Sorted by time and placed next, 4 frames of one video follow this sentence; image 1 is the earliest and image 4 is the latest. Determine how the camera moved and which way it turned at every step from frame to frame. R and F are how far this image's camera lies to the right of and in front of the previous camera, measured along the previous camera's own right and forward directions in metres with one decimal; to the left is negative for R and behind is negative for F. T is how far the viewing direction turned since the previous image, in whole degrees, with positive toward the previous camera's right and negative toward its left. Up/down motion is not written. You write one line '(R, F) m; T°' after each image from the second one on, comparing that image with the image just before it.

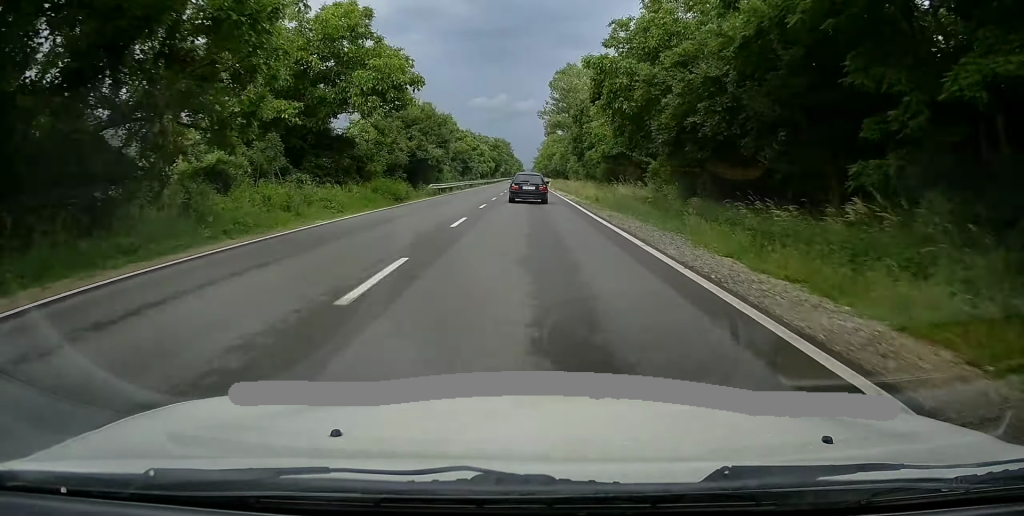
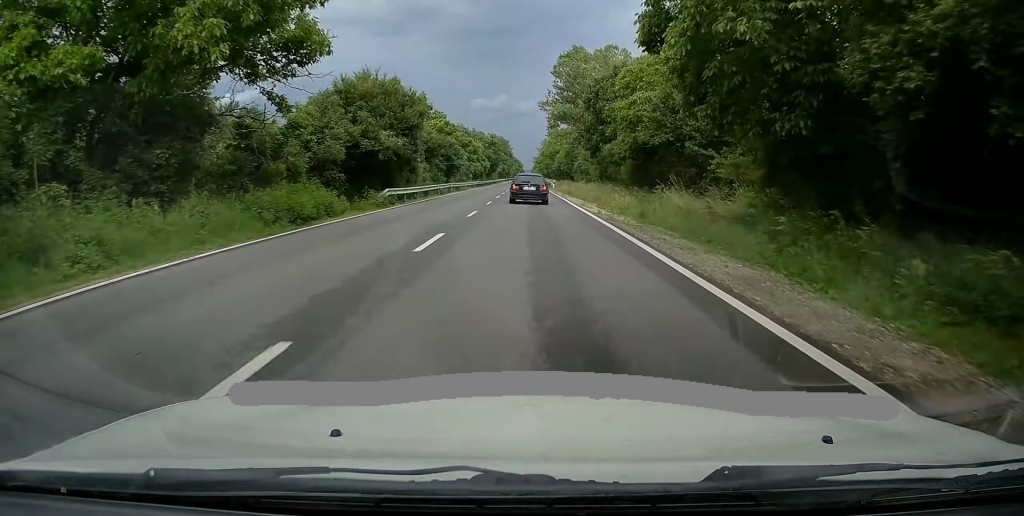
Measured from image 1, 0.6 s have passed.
(-0.3, +13.8) m; 0°
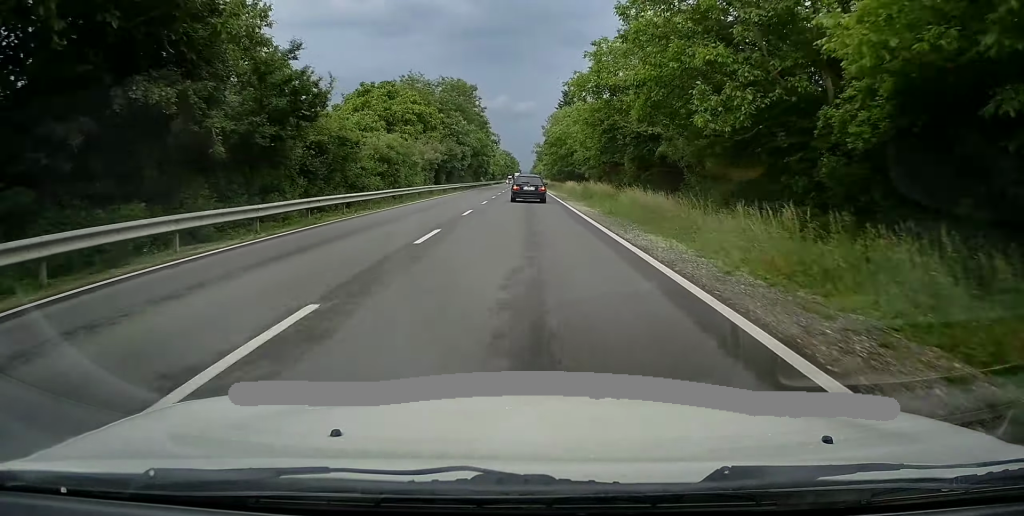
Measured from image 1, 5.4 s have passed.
(+0.9, +113.7) m; +1°
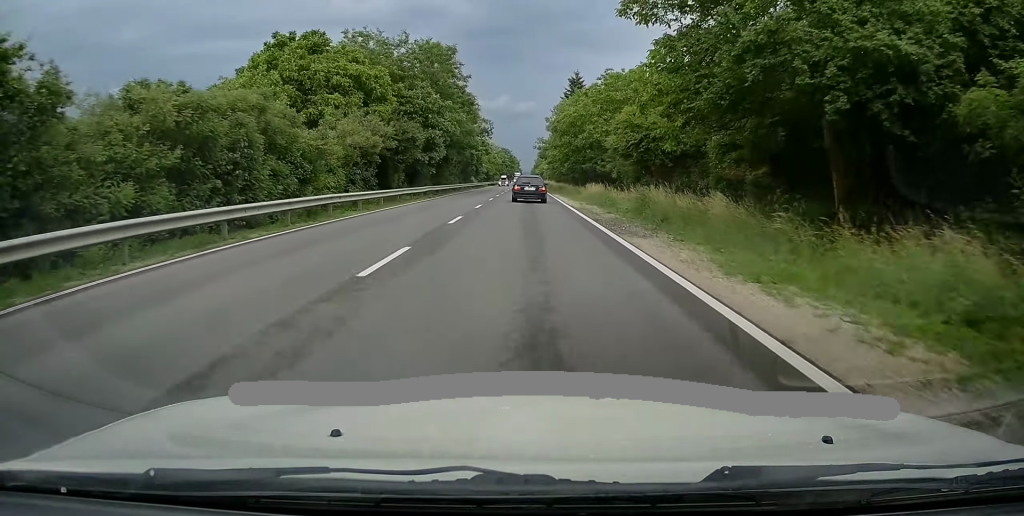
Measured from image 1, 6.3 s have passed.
(-0.2, +21.6) m; -1°
